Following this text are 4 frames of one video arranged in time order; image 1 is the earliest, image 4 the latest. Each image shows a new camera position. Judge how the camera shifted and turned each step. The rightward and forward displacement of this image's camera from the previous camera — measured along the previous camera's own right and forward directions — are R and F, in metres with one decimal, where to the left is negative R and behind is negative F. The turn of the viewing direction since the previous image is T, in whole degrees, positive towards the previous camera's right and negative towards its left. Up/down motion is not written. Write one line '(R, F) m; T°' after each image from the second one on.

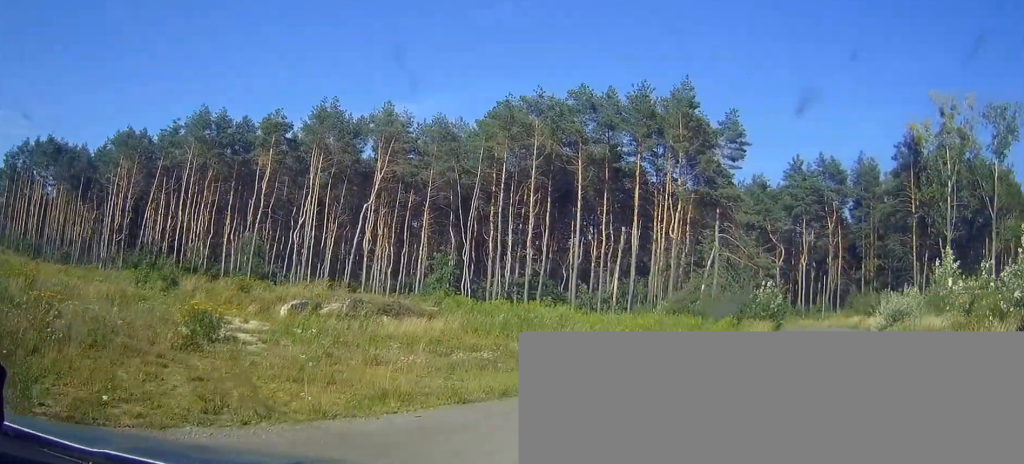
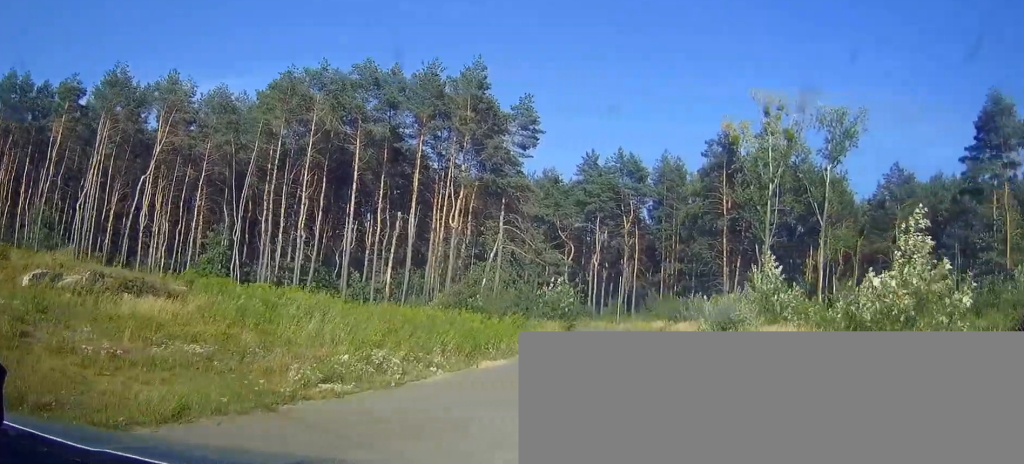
(+0.6, +4.9) m; +14°
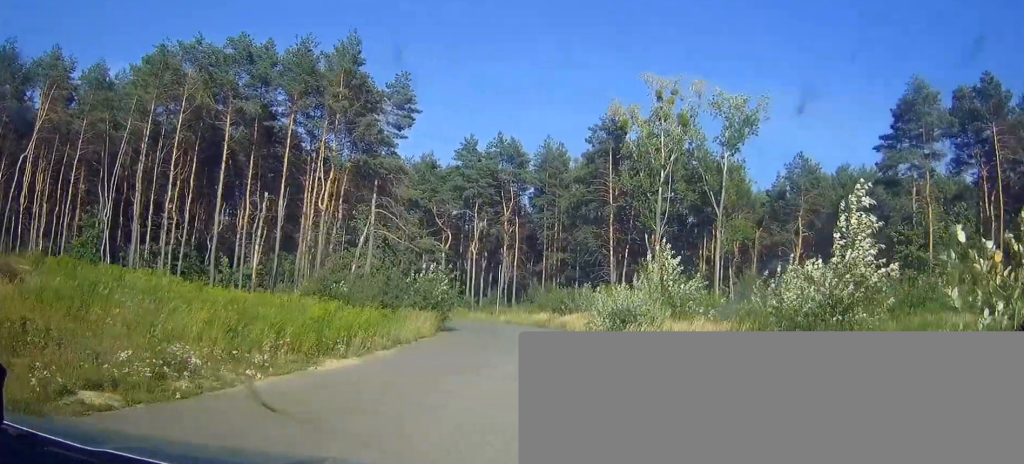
(+0.5, +4.2) m; +5°
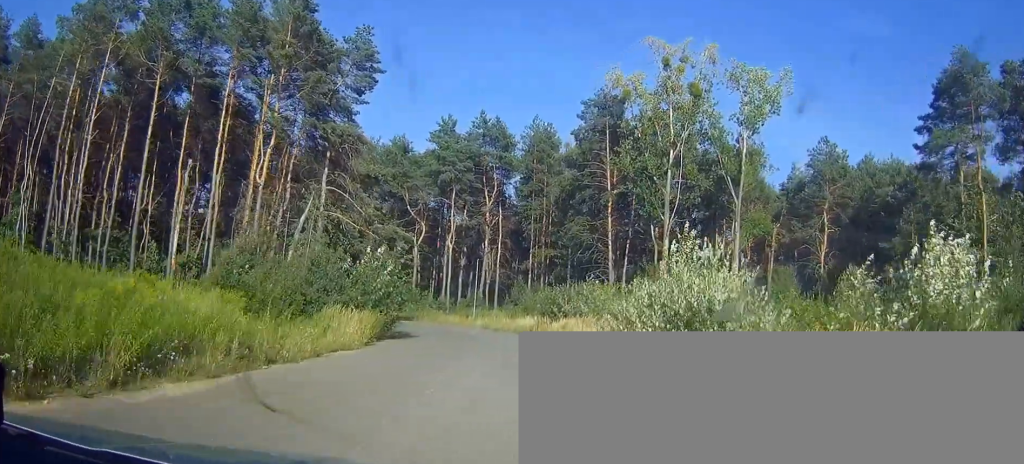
(+0.7, +11.0) m; +4°
